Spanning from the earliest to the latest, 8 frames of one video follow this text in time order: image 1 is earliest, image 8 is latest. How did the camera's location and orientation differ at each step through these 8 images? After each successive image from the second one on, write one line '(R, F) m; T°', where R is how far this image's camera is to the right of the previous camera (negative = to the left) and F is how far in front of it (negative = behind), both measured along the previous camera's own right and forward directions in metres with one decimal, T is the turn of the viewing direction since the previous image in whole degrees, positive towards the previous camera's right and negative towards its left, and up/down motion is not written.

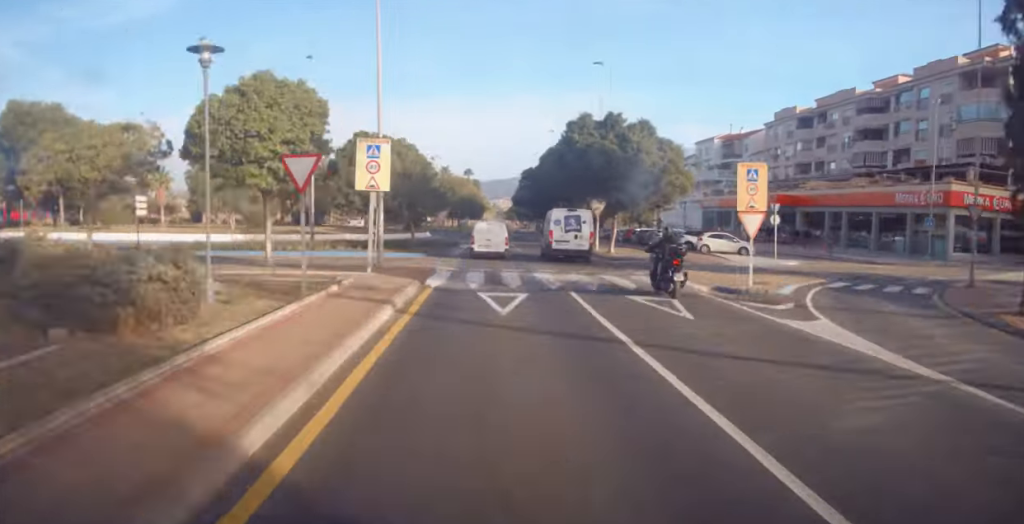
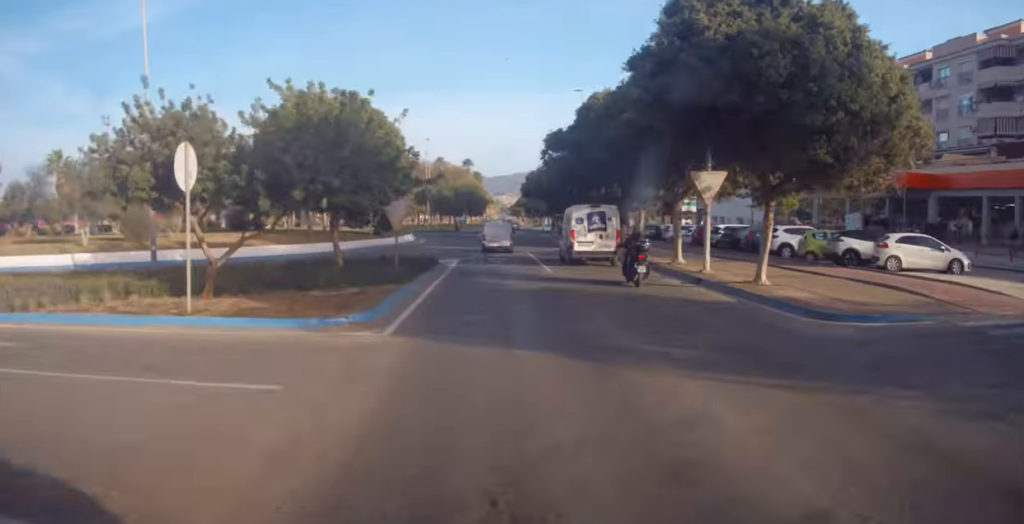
(+2.7, +34.5) m; -15°
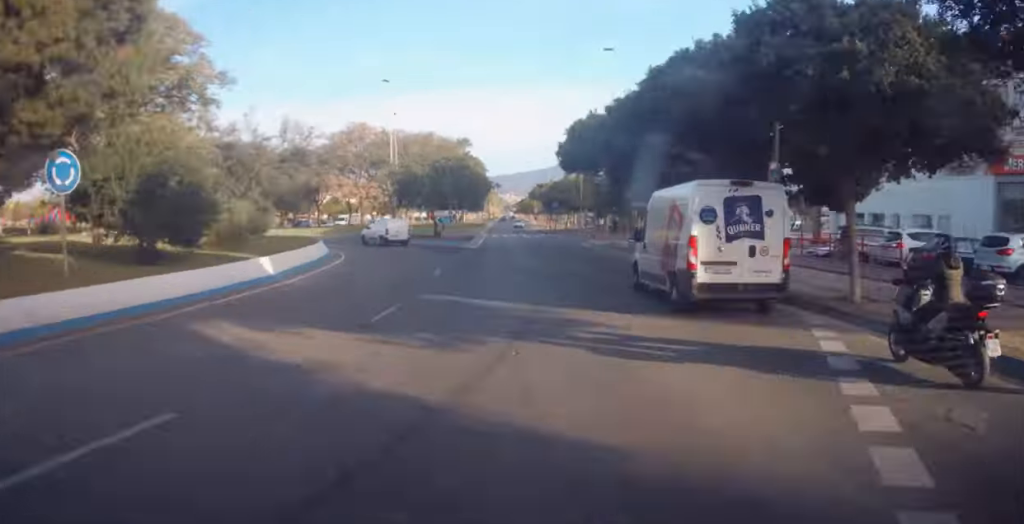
(-5.6, +28.2) m; -26°
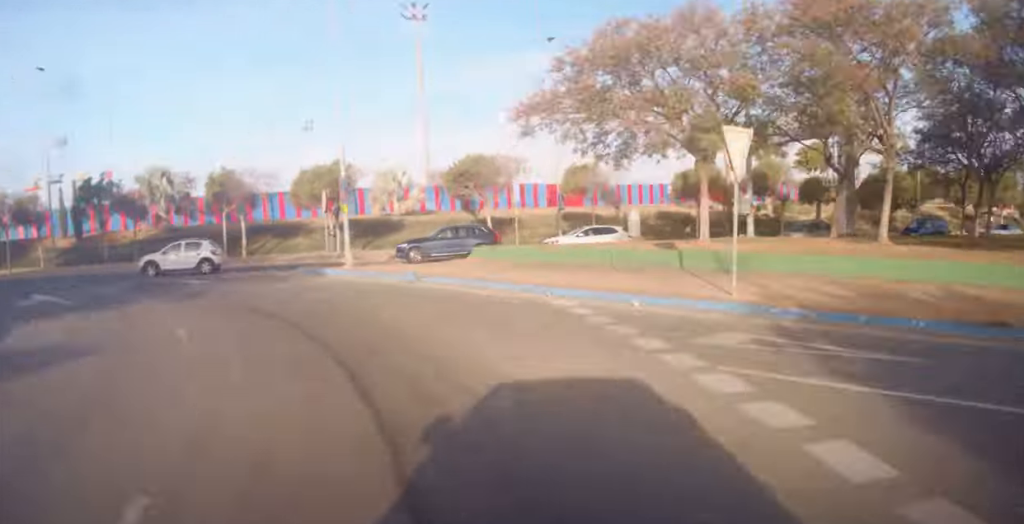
(-17.0, +33.1) m; -37°
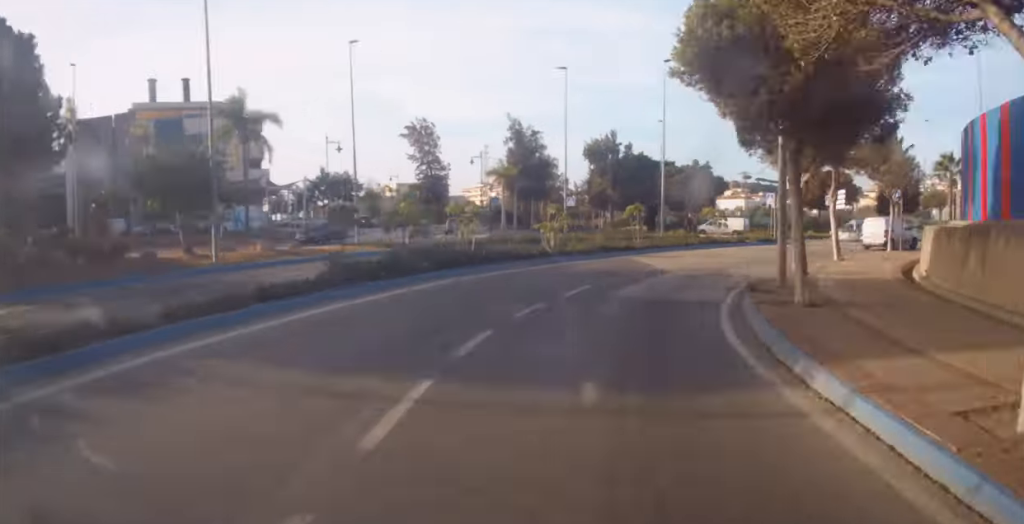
(-14.1, +52.0) m; -14°
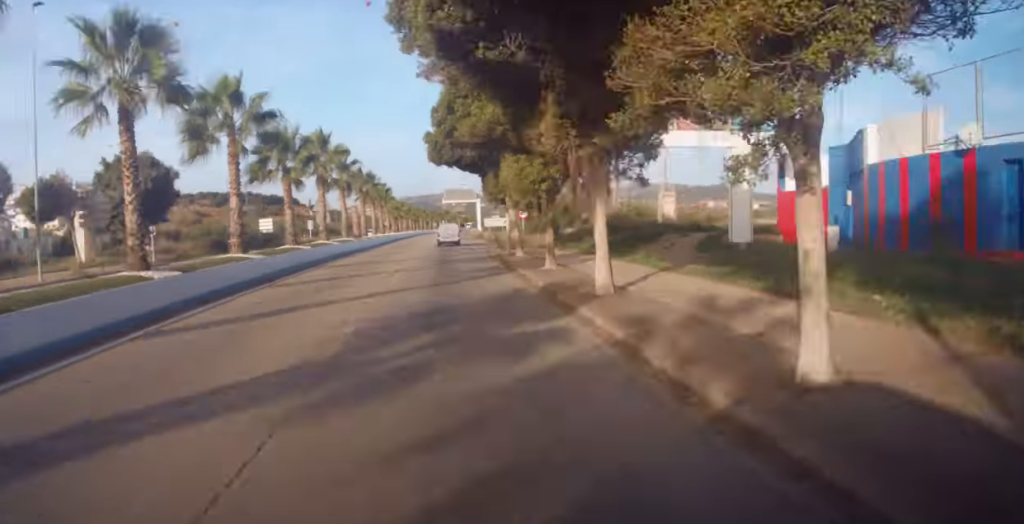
(+4.6, +73.5) m; +9°
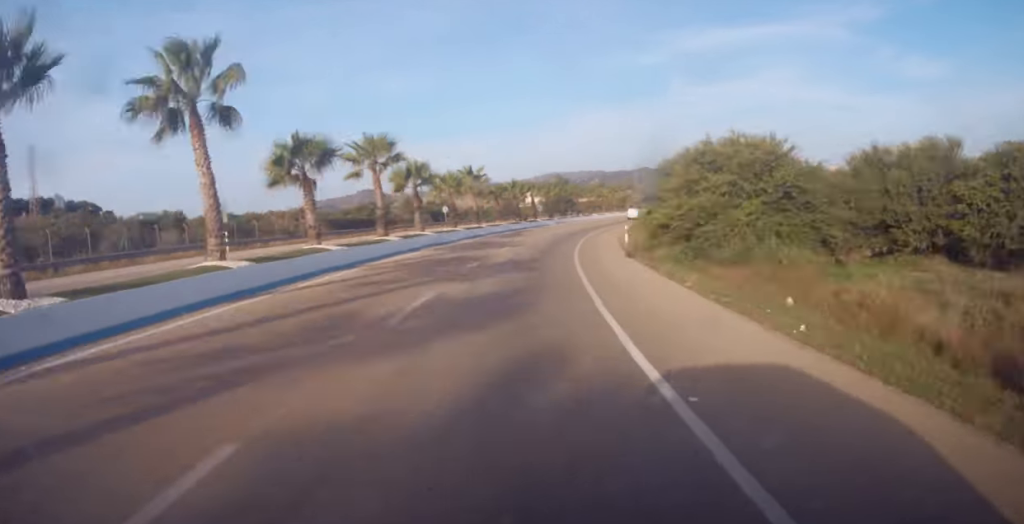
(+40.6, +202.4) m; +28°
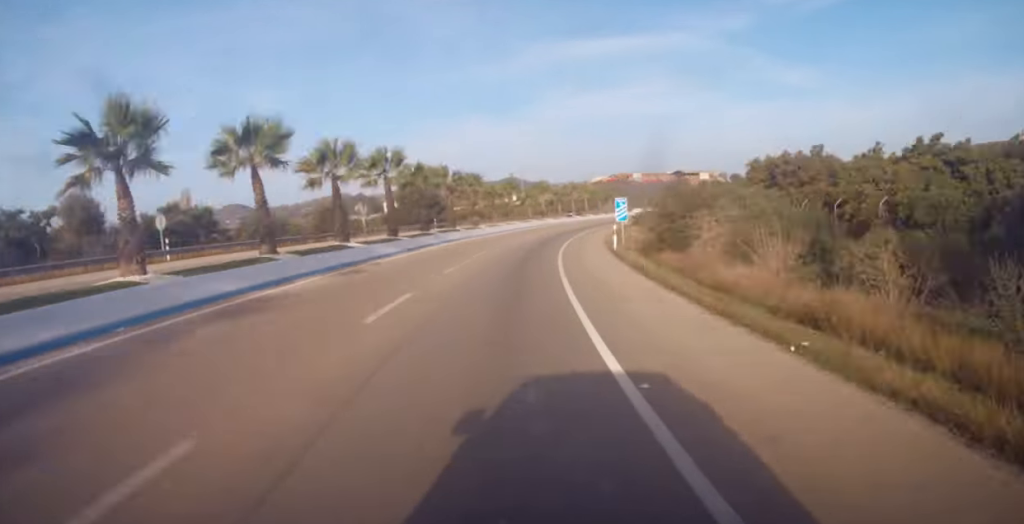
(+1.6, +50.6) m; +10°
